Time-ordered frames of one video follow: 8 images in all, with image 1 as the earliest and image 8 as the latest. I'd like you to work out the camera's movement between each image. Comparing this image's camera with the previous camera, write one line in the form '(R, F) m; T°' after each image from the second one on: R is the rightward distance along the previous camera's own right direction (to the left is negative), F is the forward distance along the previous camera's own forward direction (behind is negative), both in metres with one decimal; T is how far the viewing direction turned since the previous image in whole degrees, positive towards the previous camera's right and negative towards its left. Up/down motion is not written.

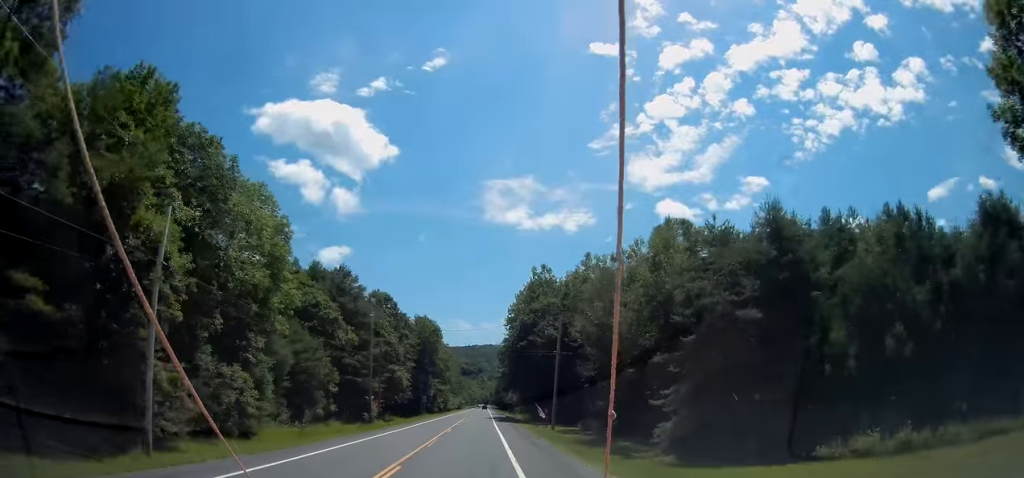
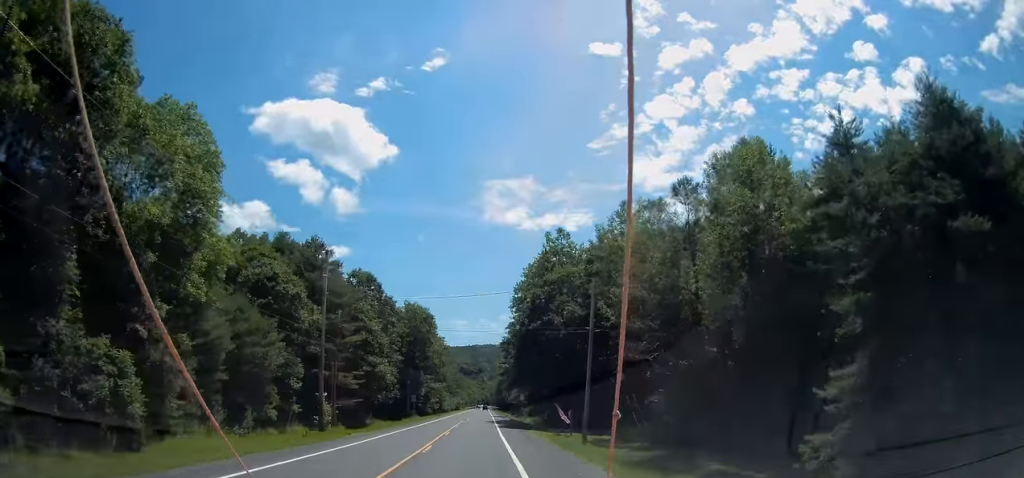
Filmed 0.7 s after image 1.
(-0.1, +16.0) m; 0°
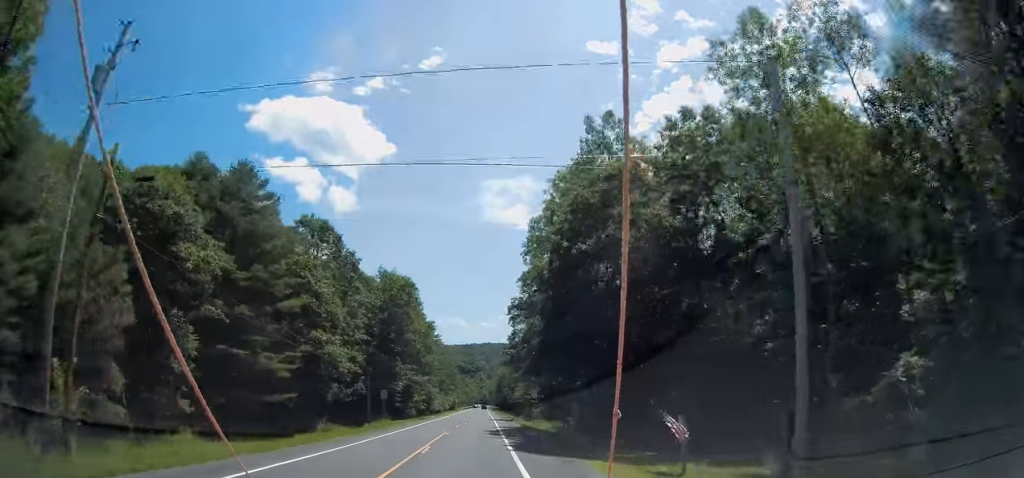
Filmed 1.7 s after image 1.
(0.0, +24.9) m; +1°
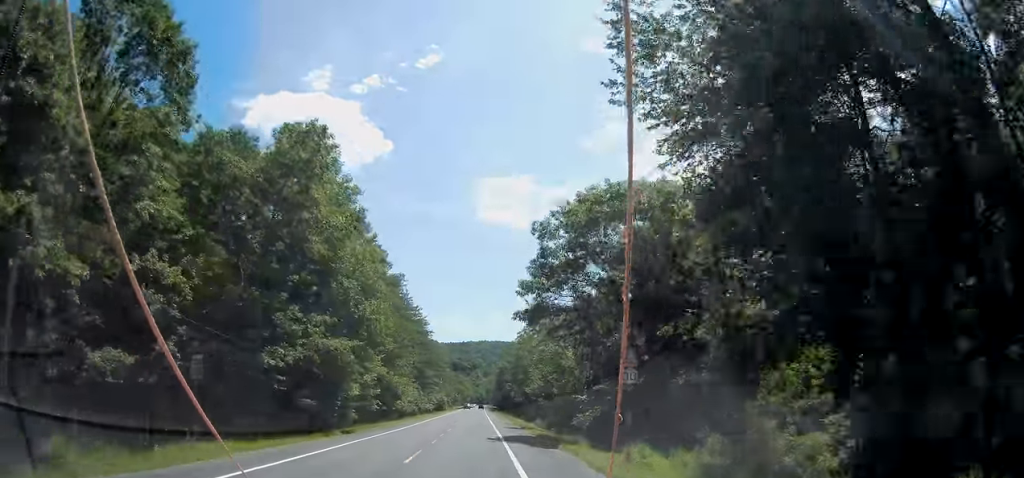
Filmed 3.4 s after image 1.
(+0.1, +40.1) m; 0°
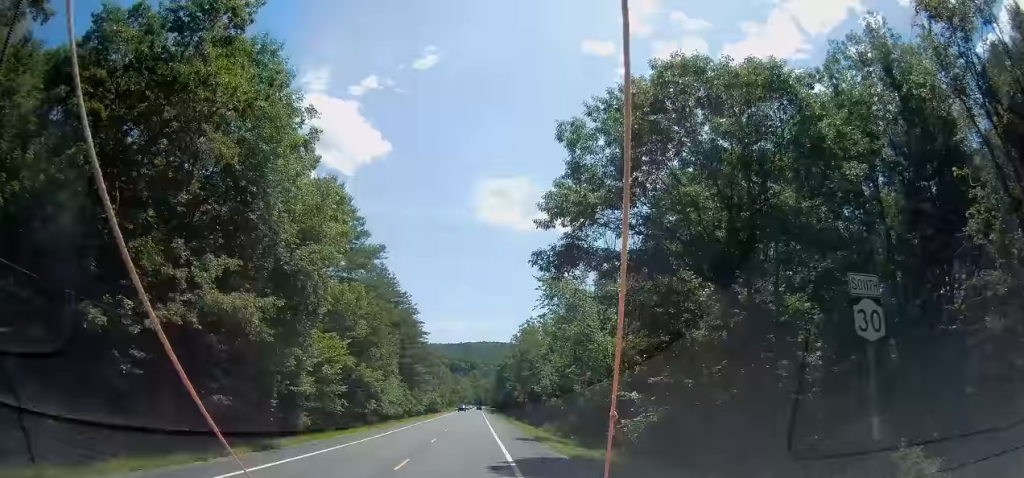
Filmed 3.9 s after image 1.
(0.0, +13.6) m; 0°
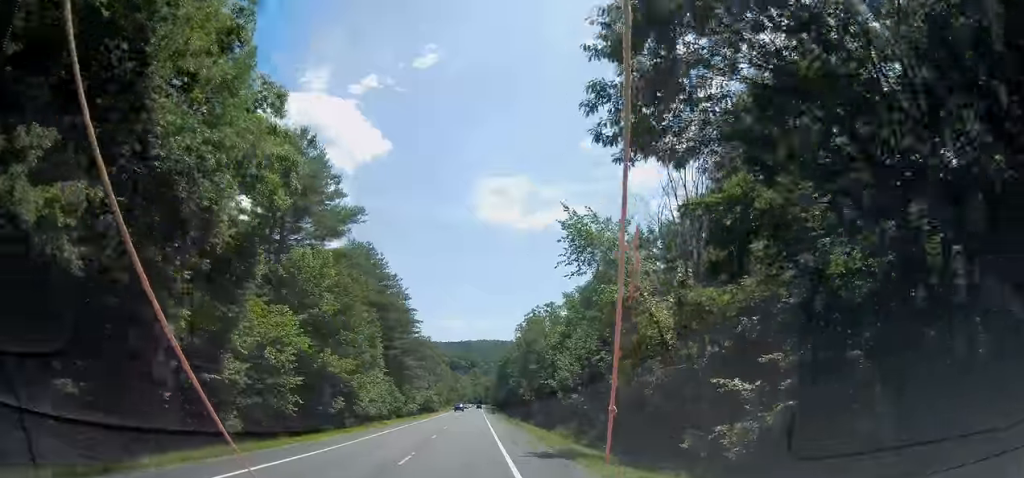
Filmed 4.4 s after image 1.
(+0.1, +11.2) m; 0°
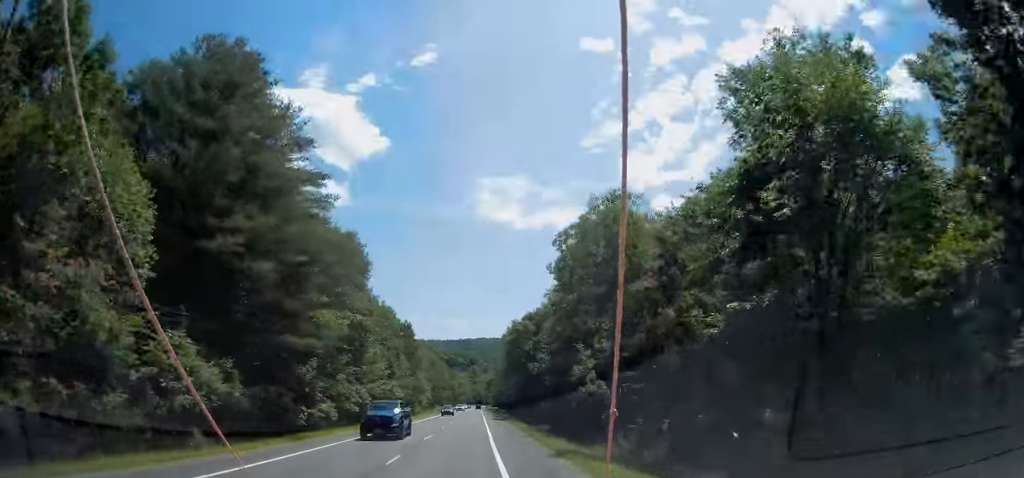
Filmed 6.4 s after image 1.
(+0.2, +48.2) m; 0°
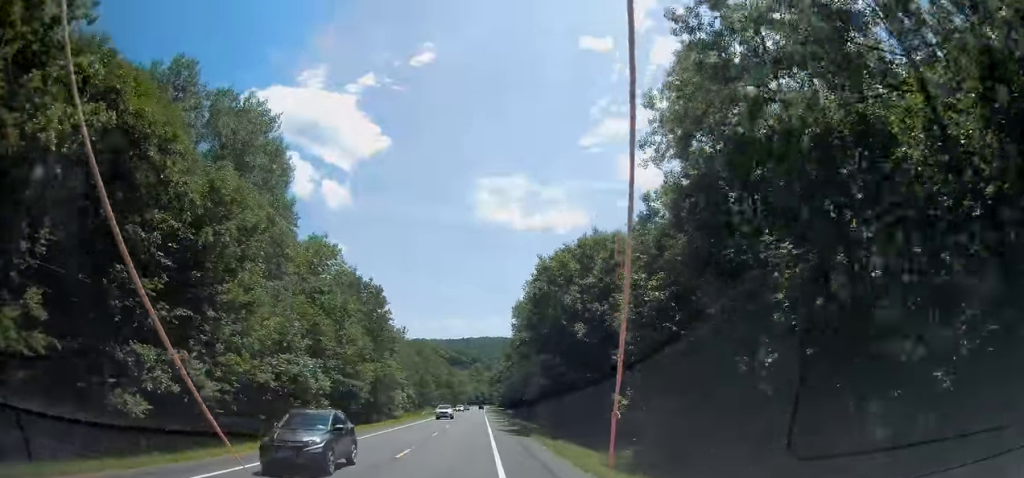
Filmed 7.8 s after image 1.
(-0.1, +33.3) m; -1°
